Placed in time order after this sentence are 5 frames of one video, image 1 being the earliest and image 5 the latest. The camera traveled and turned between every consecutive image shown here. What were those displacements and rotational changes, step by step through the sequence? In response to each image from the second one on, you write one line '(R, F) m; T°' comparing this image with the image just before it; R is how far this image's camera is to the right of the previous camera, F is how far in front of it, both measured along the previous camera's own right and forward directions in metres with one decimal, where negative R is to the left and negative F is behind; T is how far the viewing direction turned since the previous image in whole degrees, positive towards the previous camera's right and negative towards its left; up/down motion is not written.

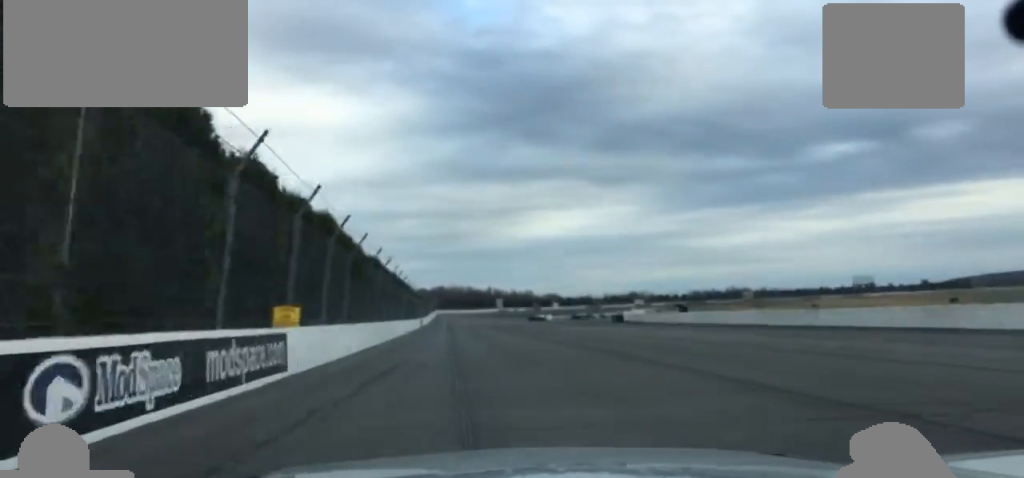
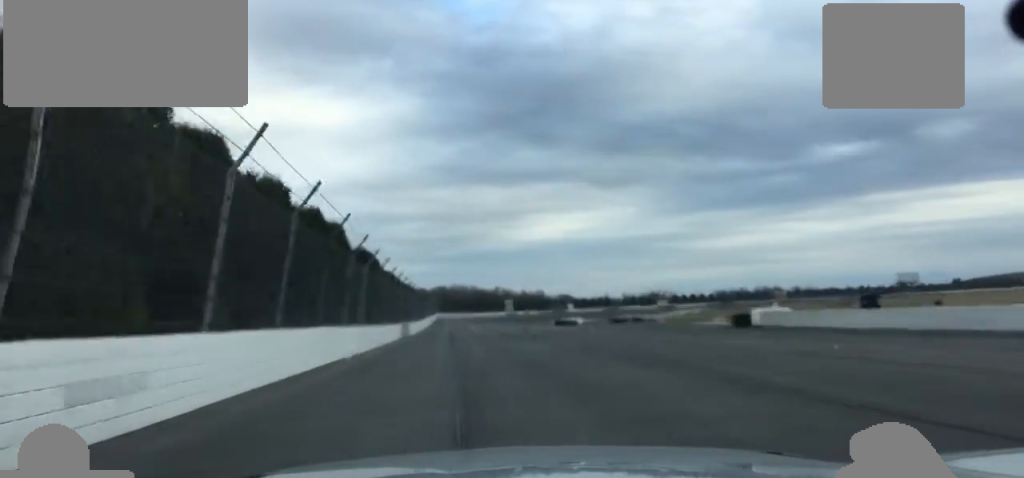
(+0.4, +45.7) m; +2°
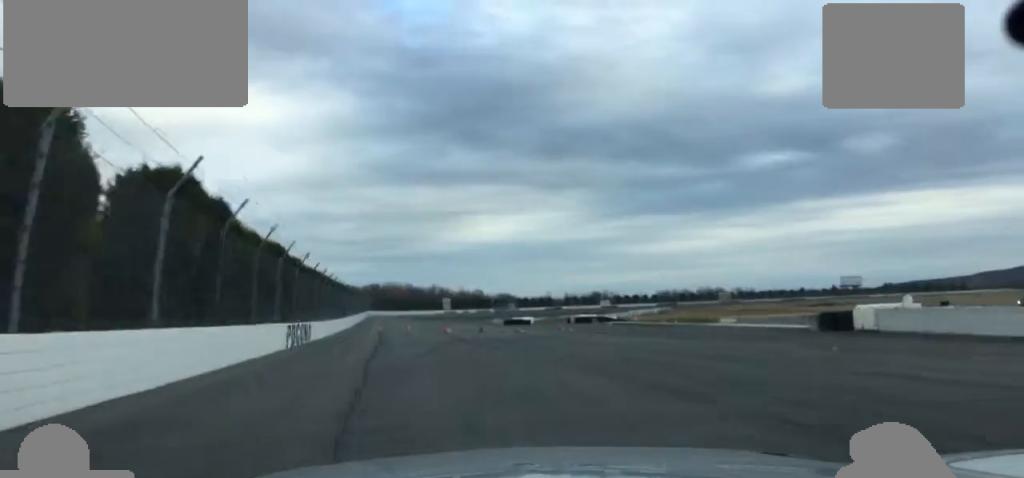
(+0.4, +26.6) m; +5°
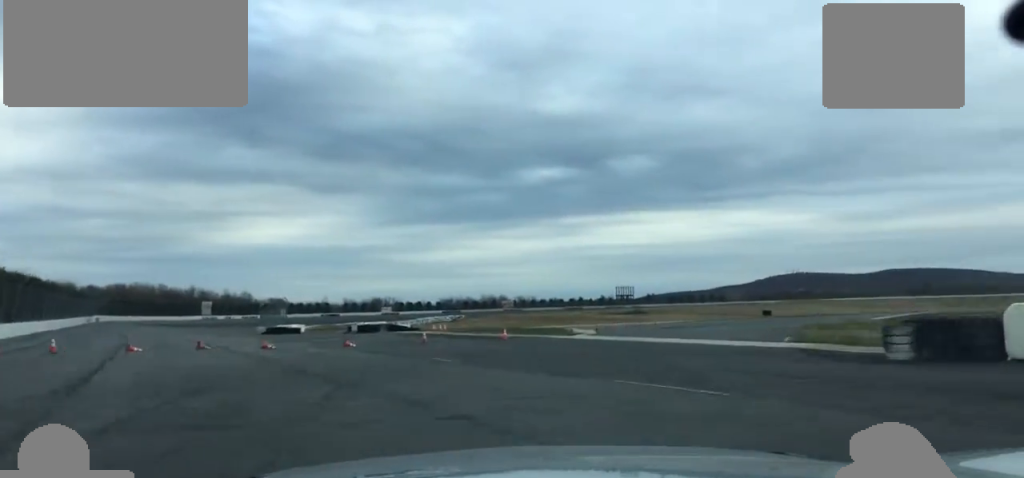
(+2.6, +27.6) m; +13°
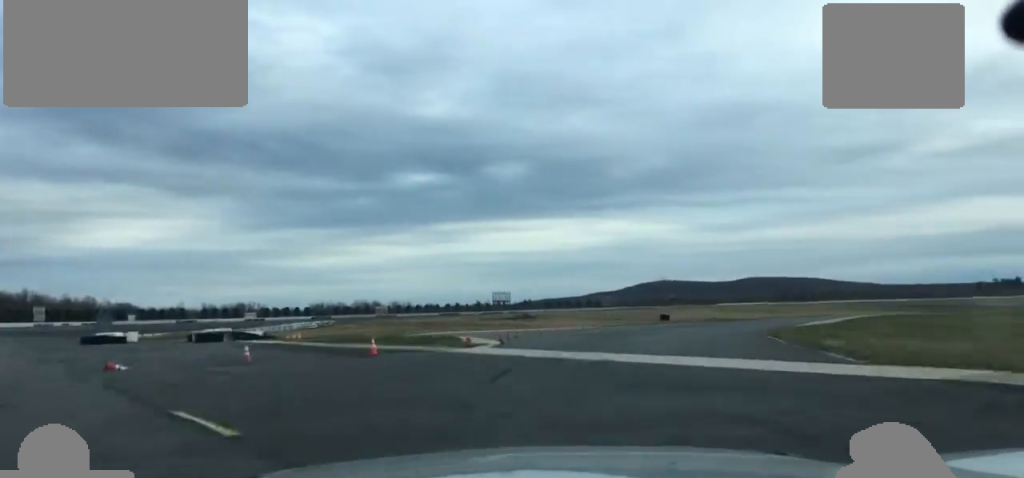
(+0.7, +14.7) m; +8°
